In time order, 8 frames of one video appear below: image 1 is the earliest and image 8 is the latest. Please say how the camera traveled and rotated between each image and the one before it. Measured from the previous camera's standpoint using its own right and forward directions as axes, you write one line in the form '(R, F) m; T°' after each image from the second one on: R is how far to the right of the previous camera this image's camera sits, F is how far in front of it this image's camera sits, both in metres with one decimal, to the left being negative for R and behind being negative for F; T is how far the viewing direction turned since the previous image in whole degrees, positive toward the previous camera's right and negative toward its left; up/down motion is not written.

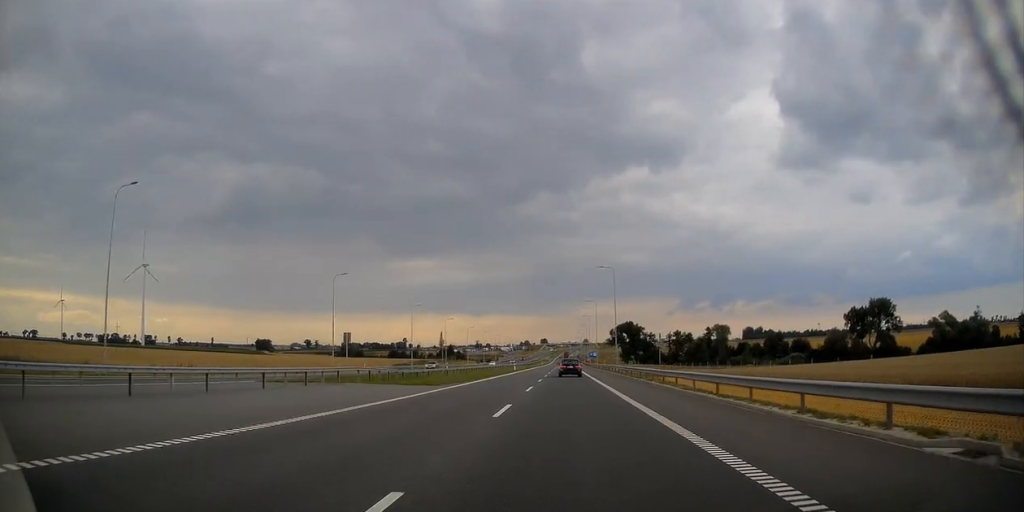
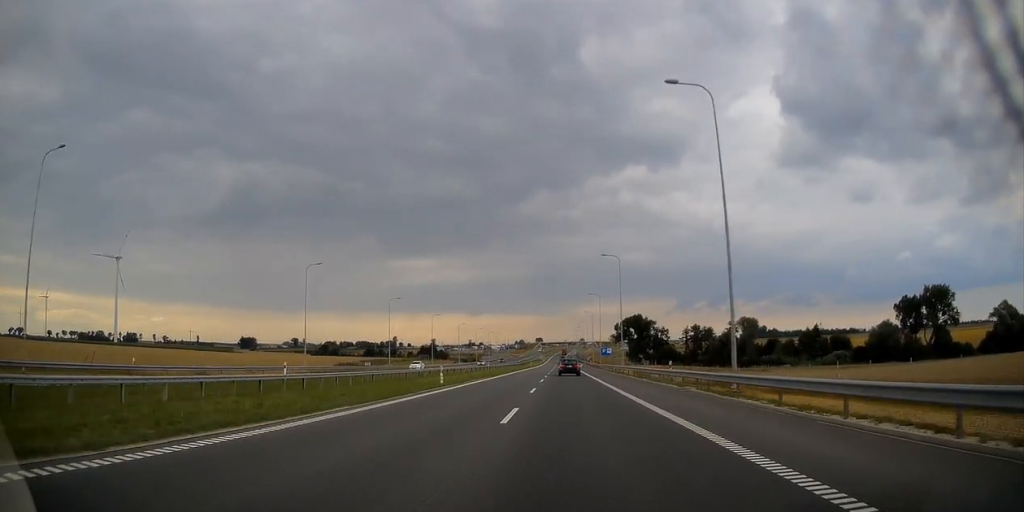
(-0.3, +49.8) m; 0°
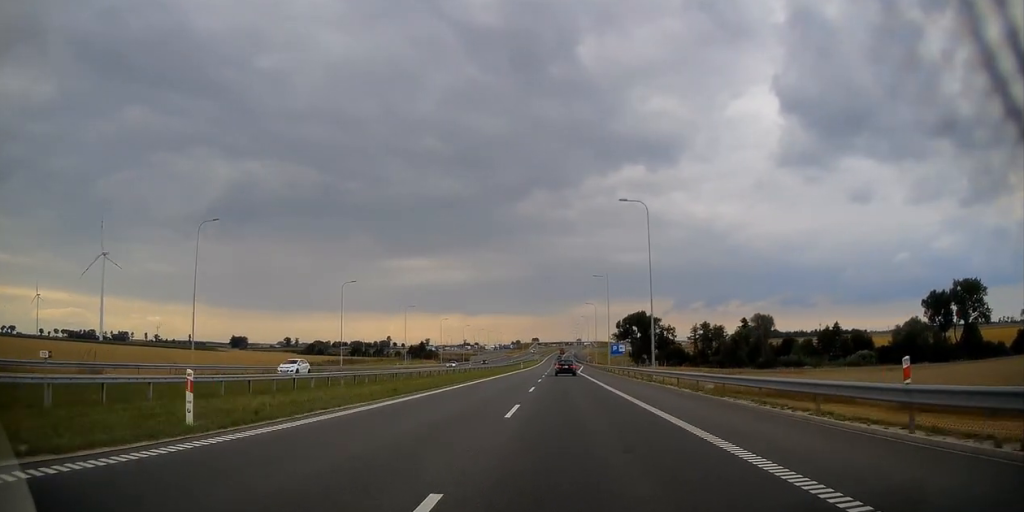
(+0.1, +22.8) m; 0°
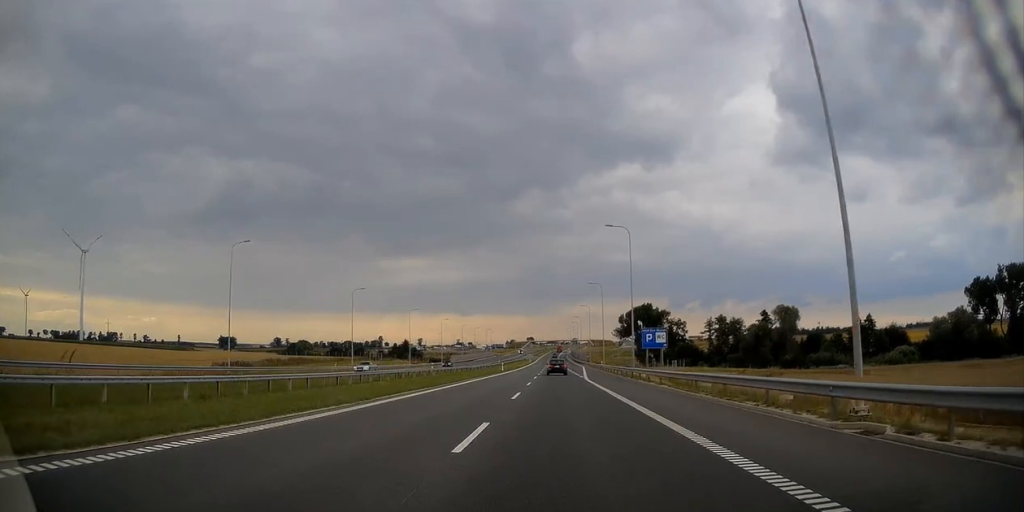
(+0.2, +29.6) m; 0°
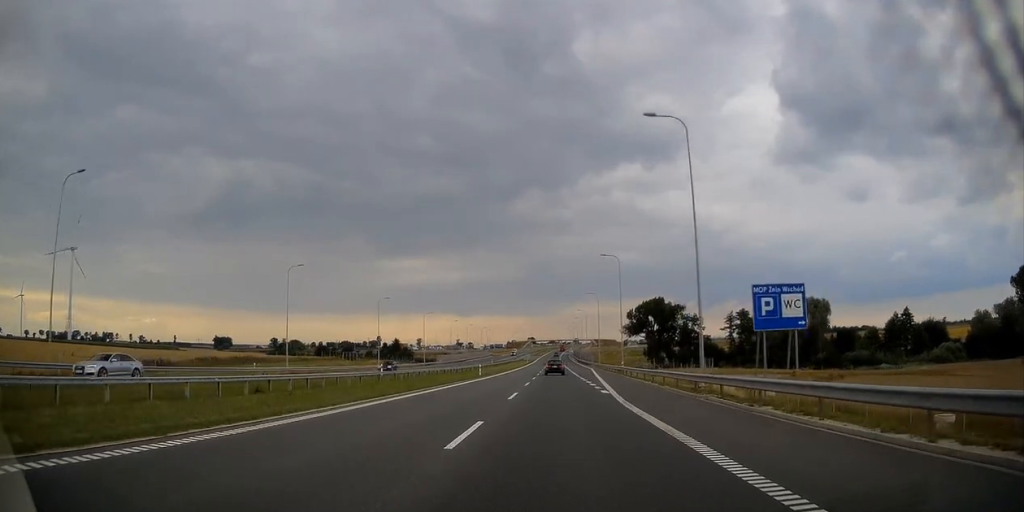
(0.0, +23.7) m; 0°
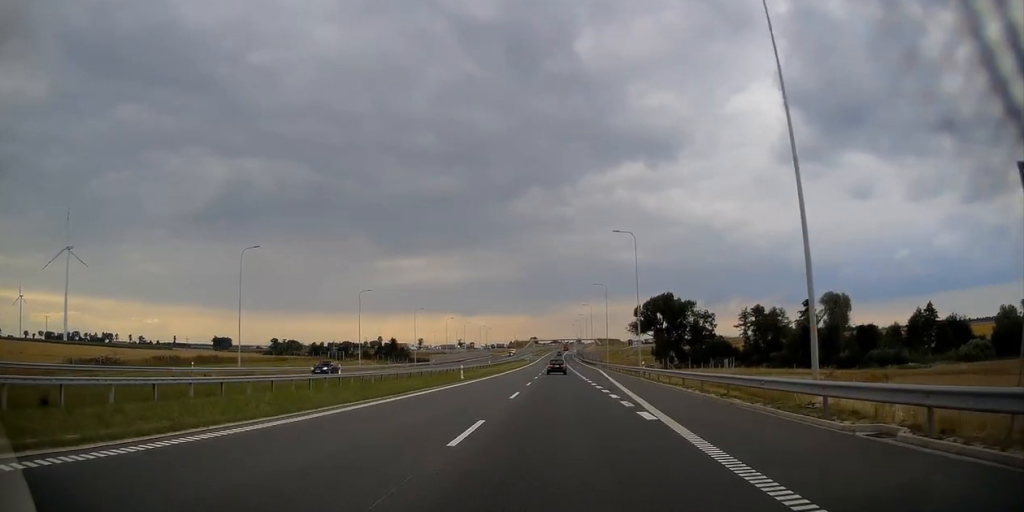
(0.0, +11.9) m; 0°
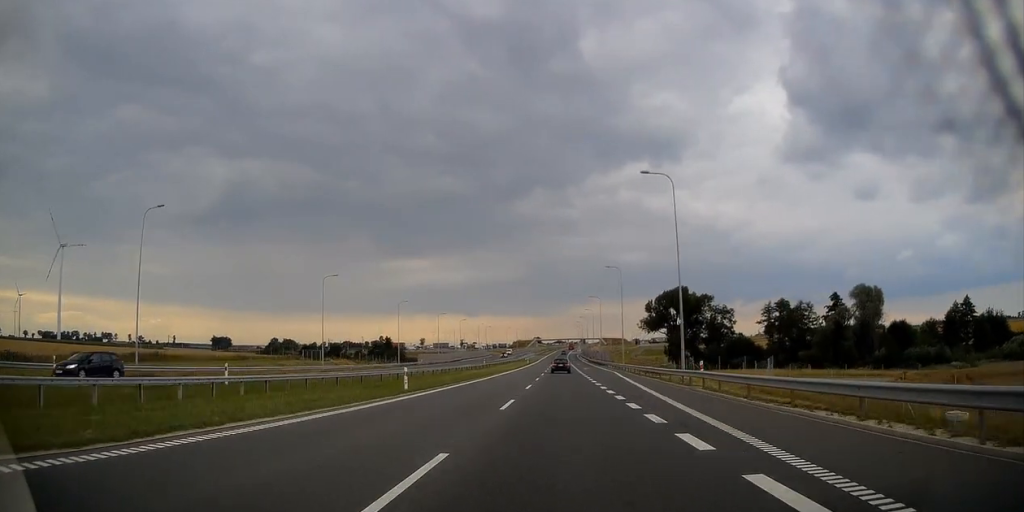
(0.0, +16.8) m; 0°
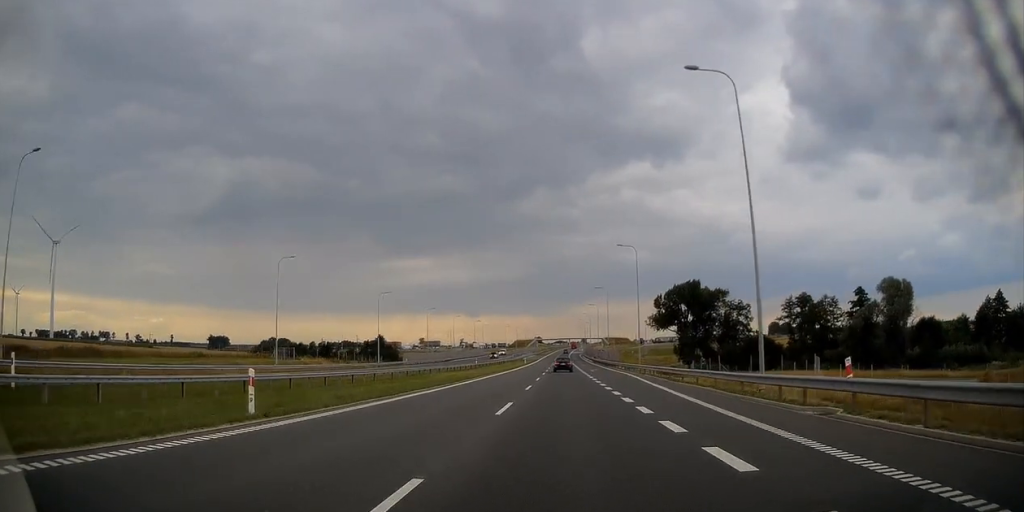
(+0.1, +13.8) m; 0°
